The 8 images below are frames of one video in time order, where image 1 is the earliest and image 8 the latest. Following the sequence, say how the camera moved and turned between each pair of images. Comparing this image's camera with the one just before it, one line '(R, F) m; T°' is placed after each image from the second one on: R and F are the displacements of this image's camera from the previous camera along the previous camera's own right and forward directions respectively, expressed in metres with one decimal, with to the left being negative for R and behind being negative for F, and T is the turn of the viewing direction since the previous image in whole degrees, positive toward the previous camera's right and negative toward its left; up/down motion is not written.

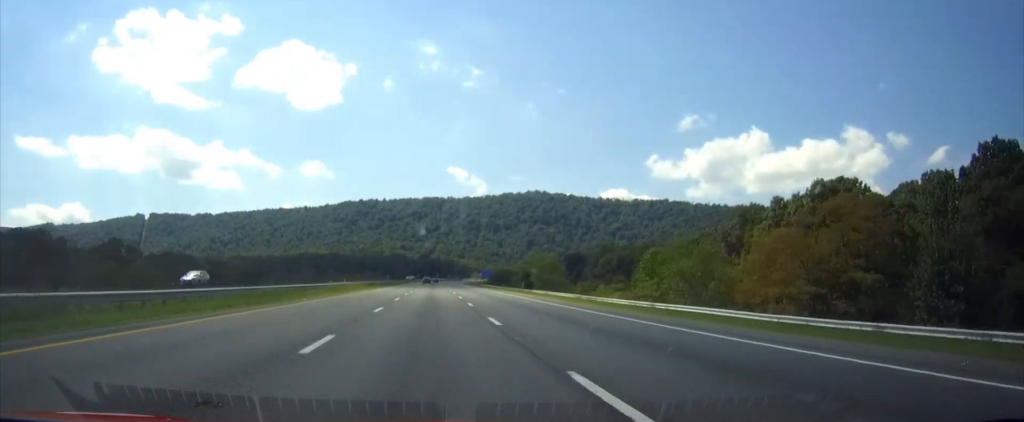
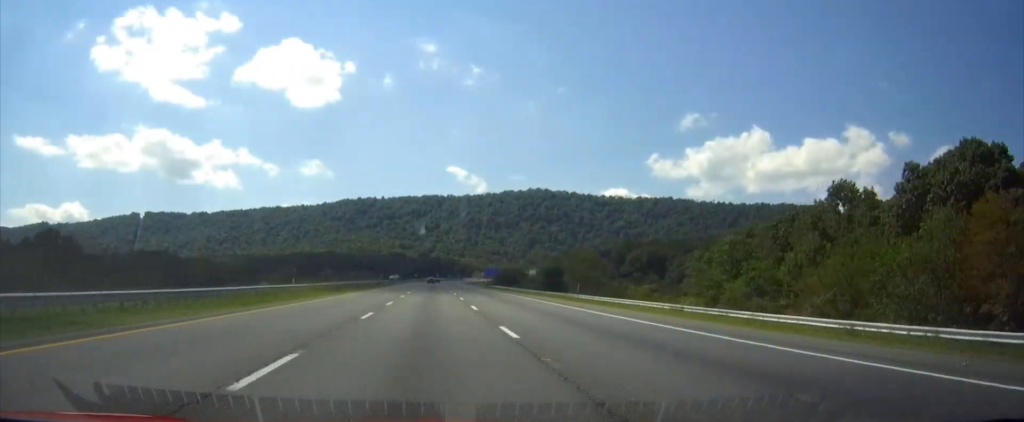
(+0.2, +28.2) m; 0°
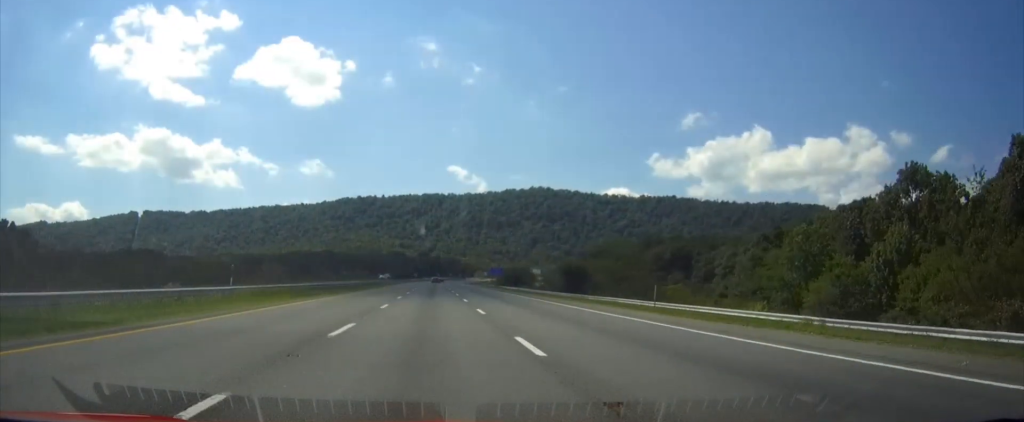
(-0.1, +15.7) m; 0°
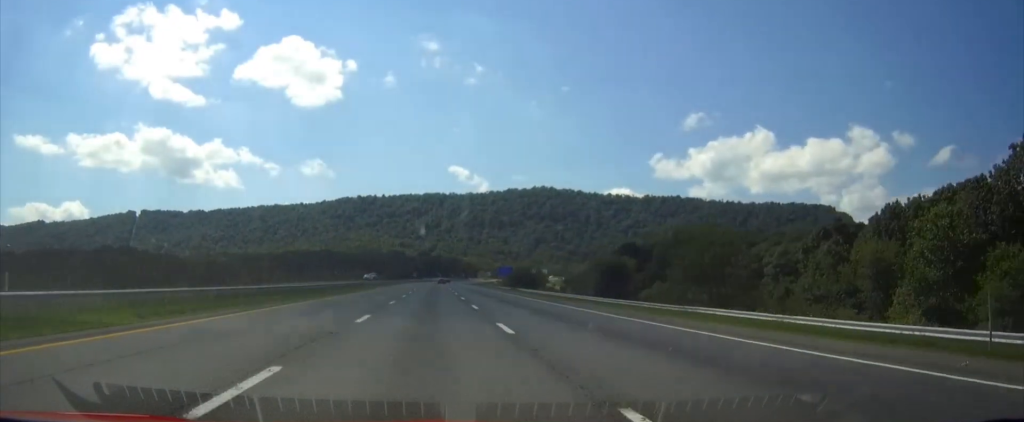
(0.0, +19.8) m; 0°
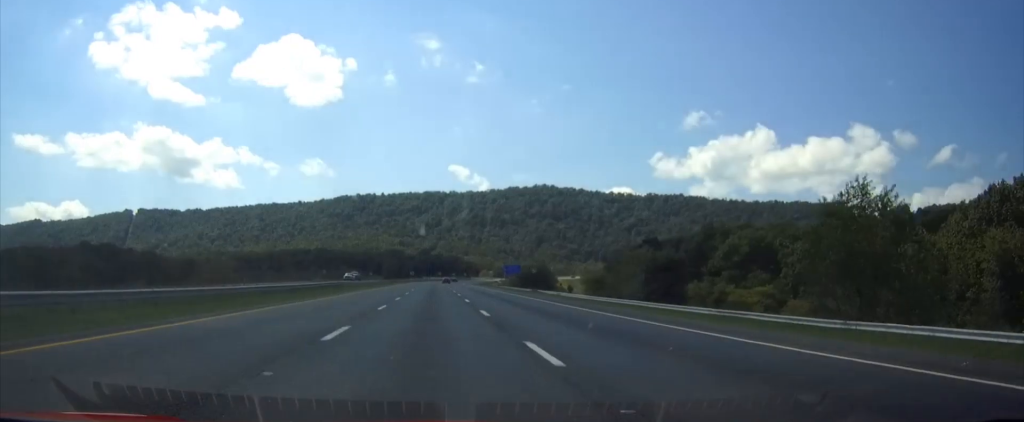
(0.0, +17.8) m; 0°
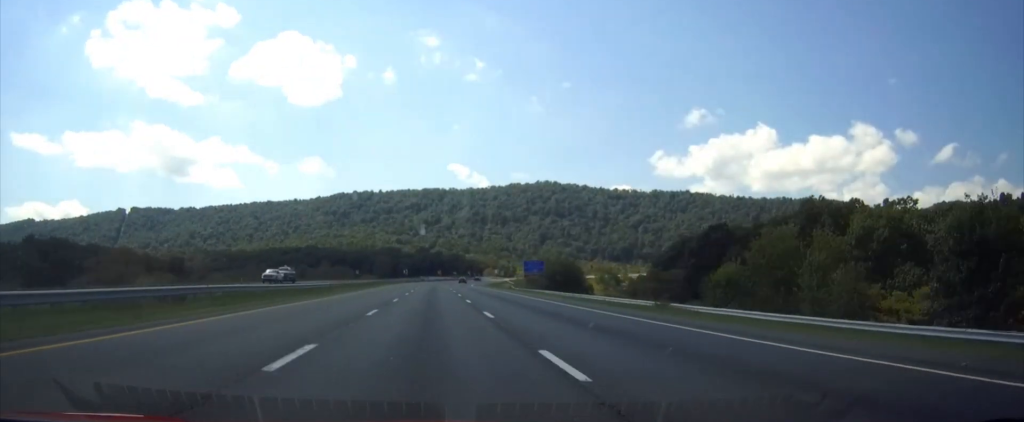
(0.0, +38.7) m; 0°
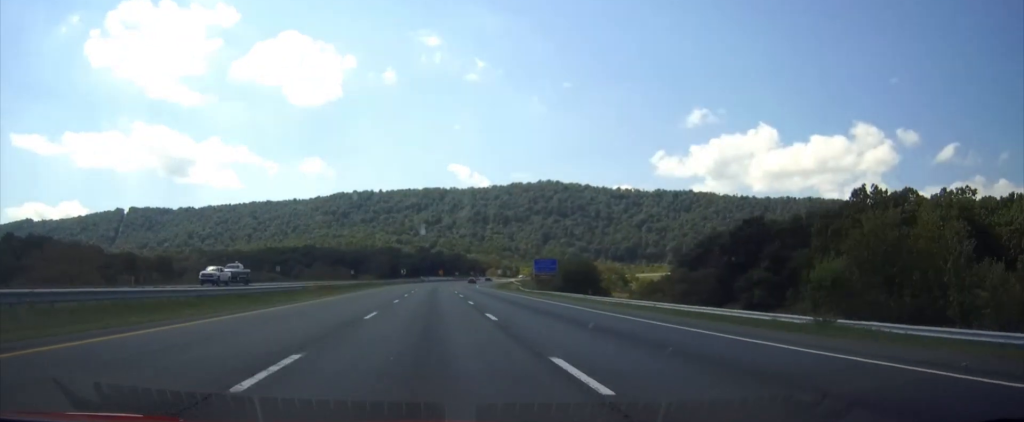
(0.0, +13.6) m; 0°
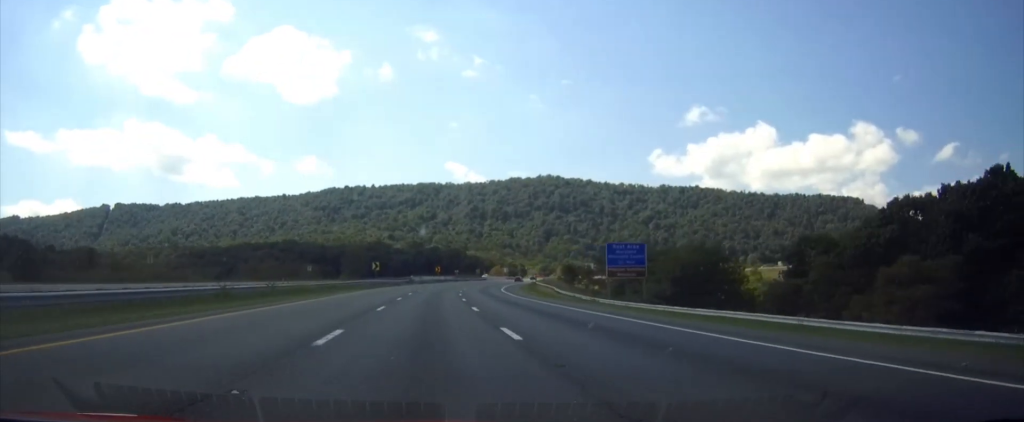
(+0.1, +56.7) m; 0°
